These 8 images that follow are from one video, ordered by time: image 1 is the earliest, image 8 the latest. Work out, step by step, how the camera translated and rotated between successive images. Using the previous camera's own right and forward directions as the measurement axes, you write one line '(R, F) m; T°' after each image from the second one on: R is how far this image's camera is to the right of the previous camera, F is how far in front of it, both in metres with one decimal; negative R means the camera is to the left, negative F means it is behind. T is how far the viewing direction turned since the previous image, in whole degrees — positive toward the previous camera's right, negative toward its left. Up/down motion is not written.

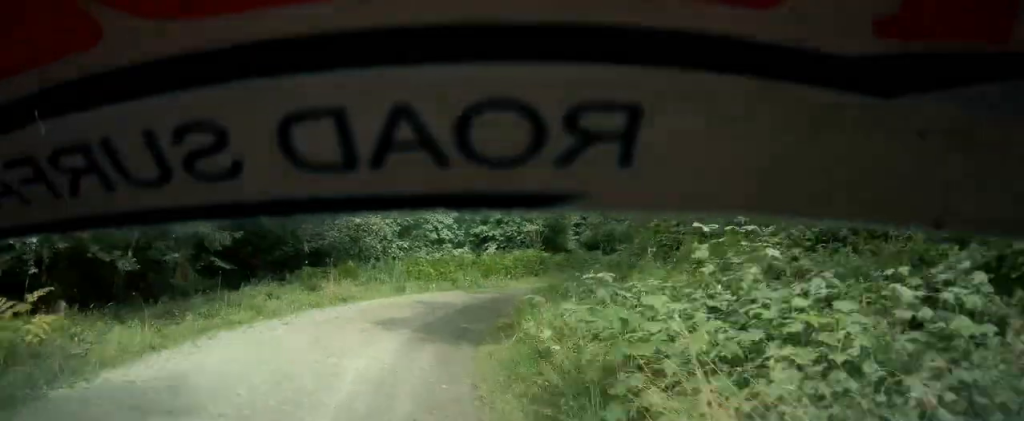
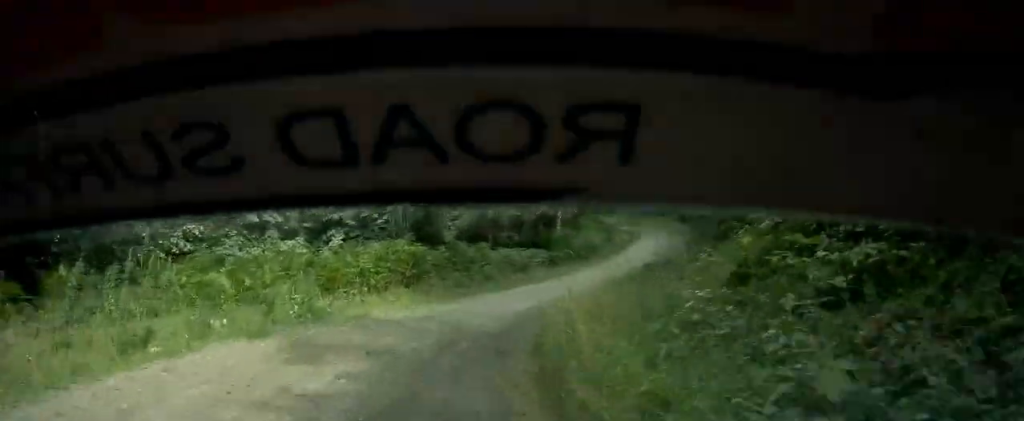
(+1.0, +15.7) m; +2°
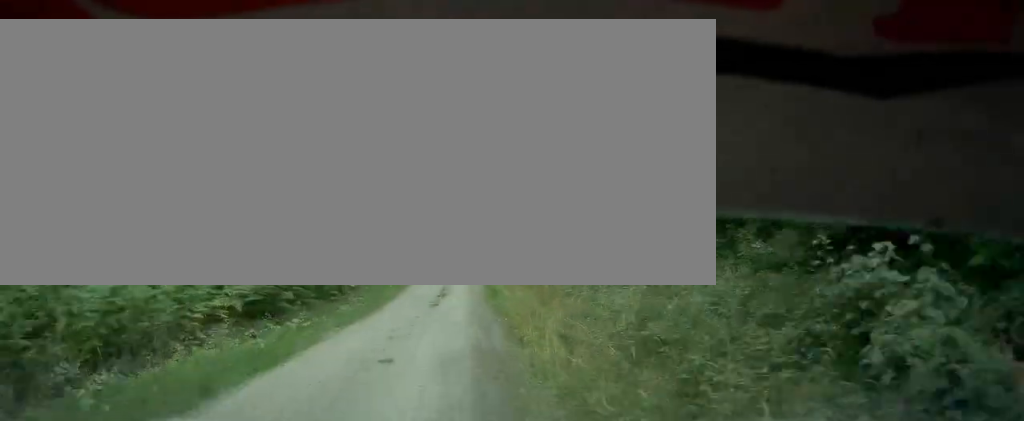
(+0.2, +26.1) m; +3°
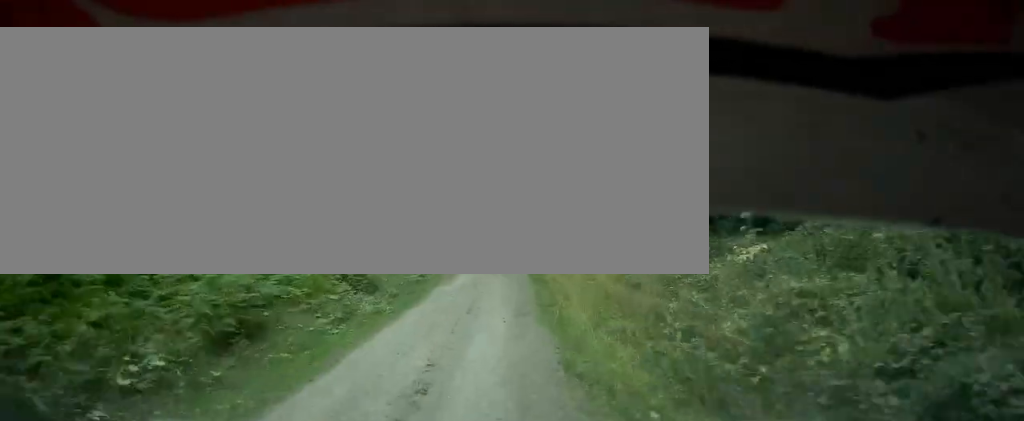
(+0.7, +14.9) m; +8°
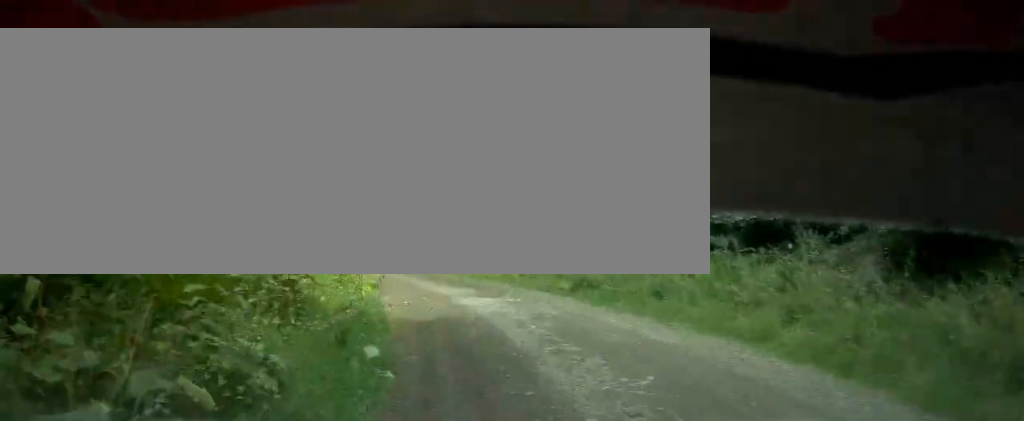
(+3.9, +28.9) m; +5°
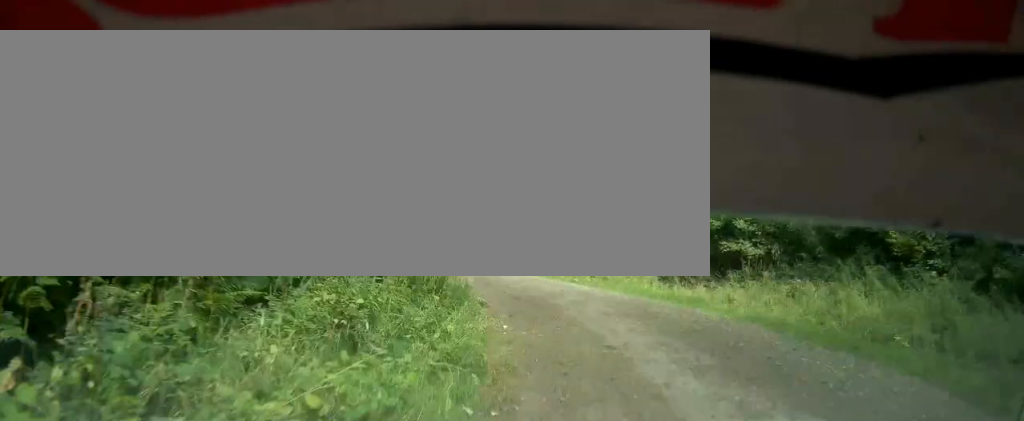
(0.0, +12.2) m; -8°
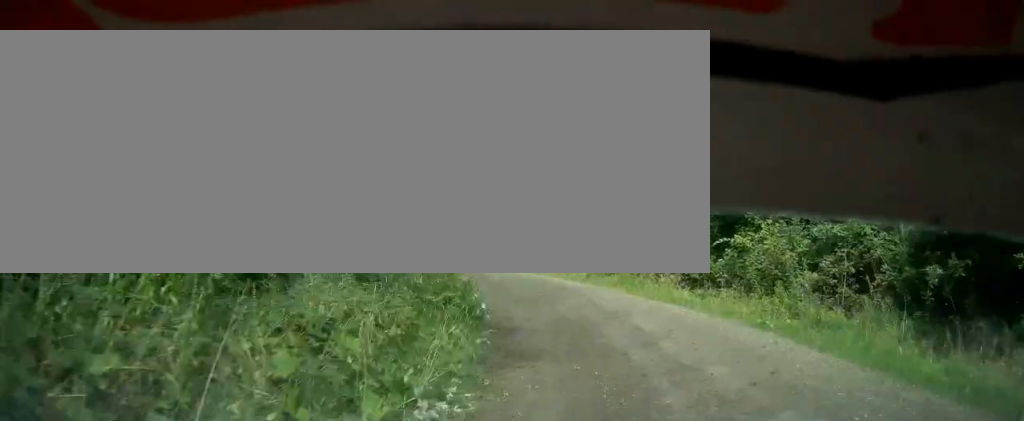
(-1.3, +10.1) m; -10°
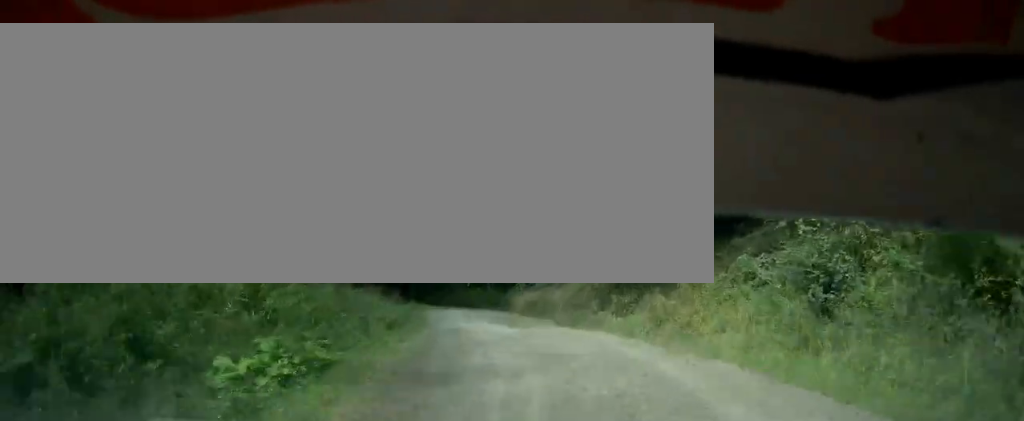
(-2.5, +16.5) m; -9°
